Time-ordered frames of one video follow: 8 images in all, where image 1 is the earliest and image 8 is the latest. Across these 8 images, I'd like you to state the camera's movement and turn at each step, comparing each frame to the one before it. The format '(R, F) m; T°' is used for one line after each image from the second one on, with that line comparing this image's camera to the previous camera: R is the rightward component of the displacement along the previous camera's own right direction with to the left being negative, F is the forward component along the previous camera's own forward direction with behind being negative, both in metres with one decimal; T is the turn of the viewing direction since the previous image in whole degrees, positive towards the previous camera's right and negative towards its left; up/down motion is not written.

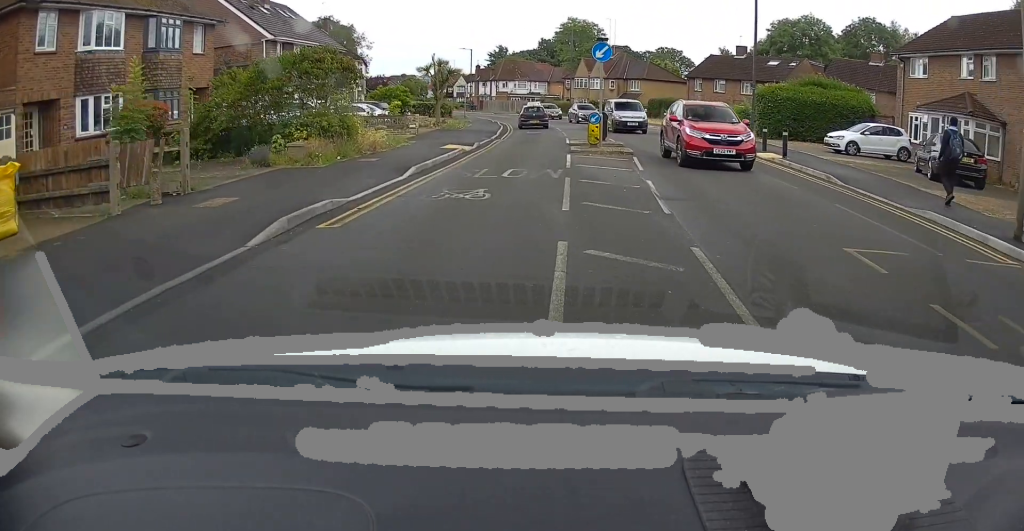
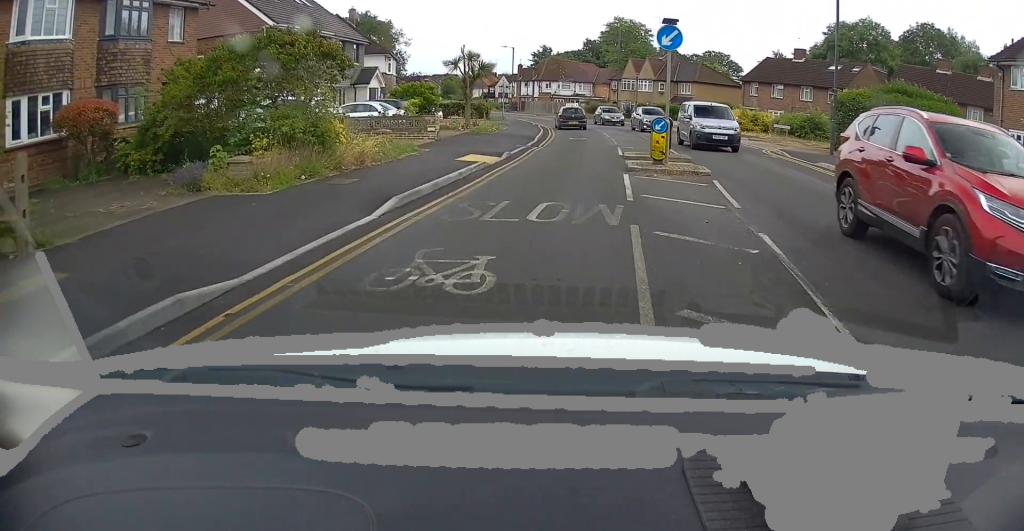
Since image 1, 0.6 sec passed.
(-0.3, +5.0) m; -3°
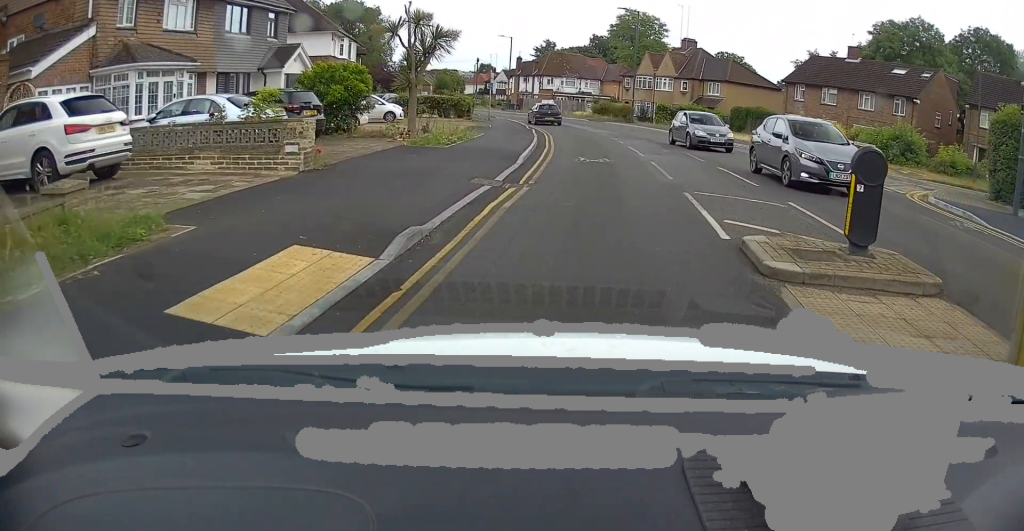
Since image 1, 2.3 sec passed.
(-0.4, +12.6) m; -2°
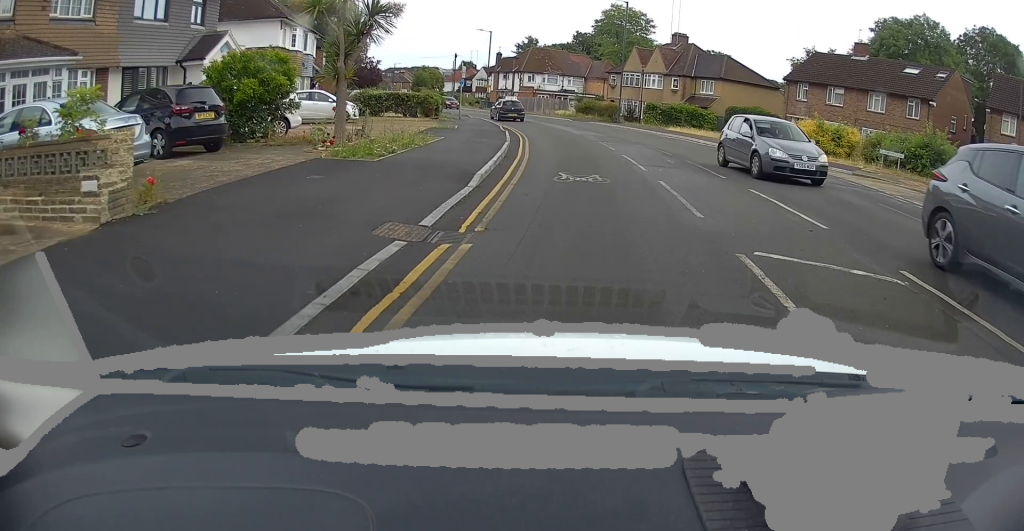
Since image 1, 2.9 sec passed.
(-0.2, +4.7) m; +1°
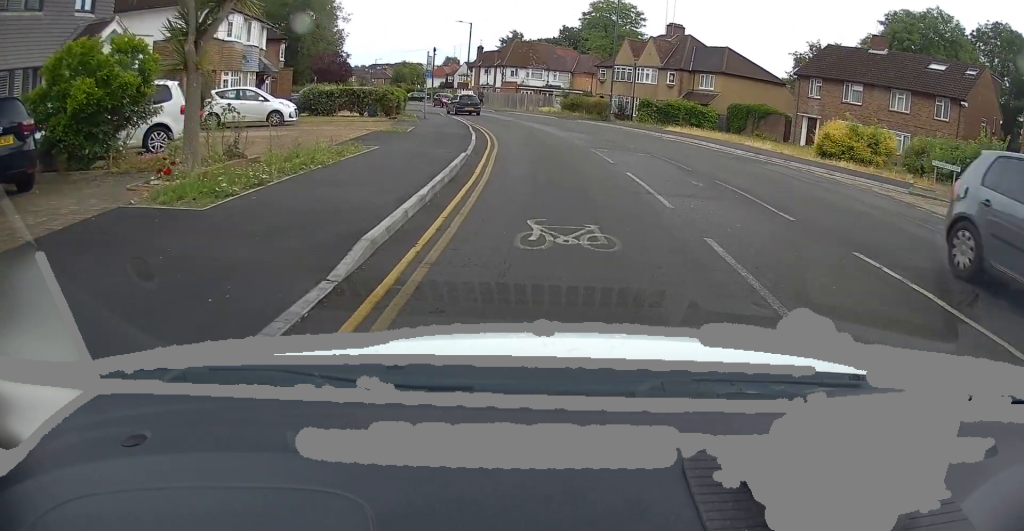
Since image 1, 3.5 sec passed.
(+0.1, +5.4) m; +2°
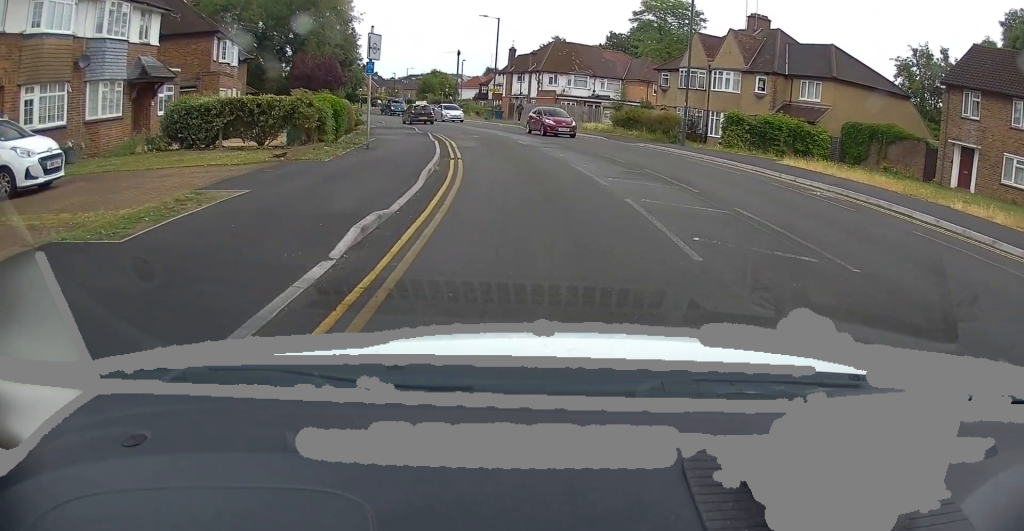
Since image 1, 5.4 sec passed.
(+0.3, +14.7) m; -3°
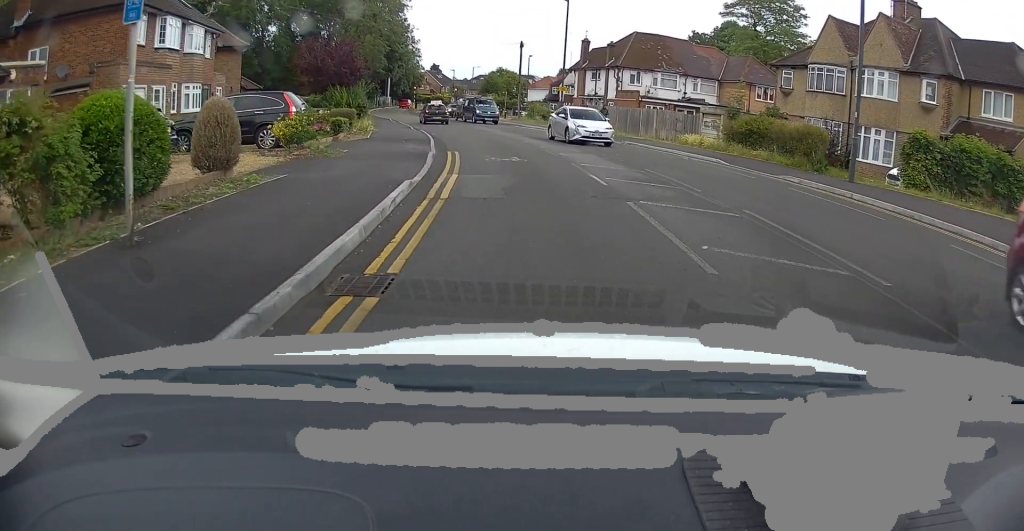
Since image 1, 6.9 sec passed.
(-1.2, +12.0) m; -8°
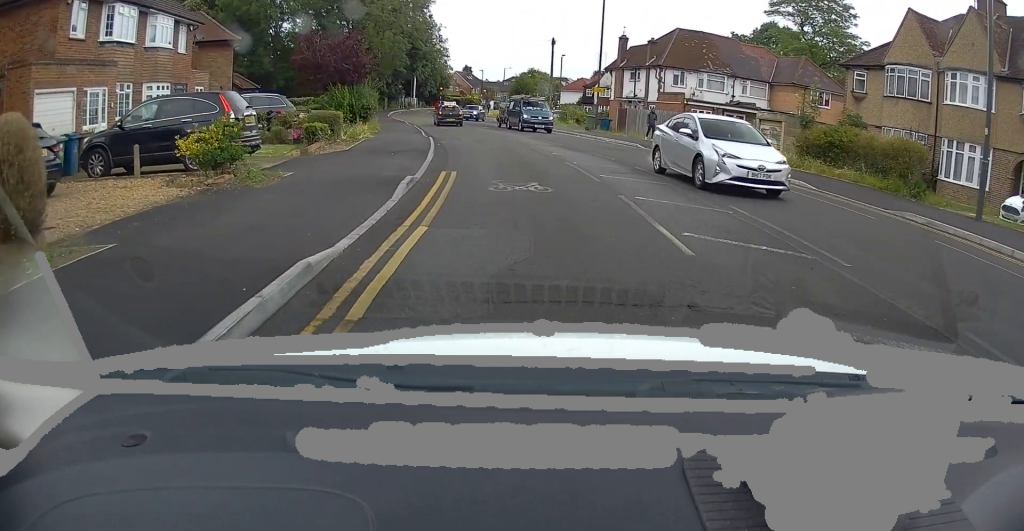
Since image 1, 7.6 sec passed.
(-0.1, +5.3) m; -2°
